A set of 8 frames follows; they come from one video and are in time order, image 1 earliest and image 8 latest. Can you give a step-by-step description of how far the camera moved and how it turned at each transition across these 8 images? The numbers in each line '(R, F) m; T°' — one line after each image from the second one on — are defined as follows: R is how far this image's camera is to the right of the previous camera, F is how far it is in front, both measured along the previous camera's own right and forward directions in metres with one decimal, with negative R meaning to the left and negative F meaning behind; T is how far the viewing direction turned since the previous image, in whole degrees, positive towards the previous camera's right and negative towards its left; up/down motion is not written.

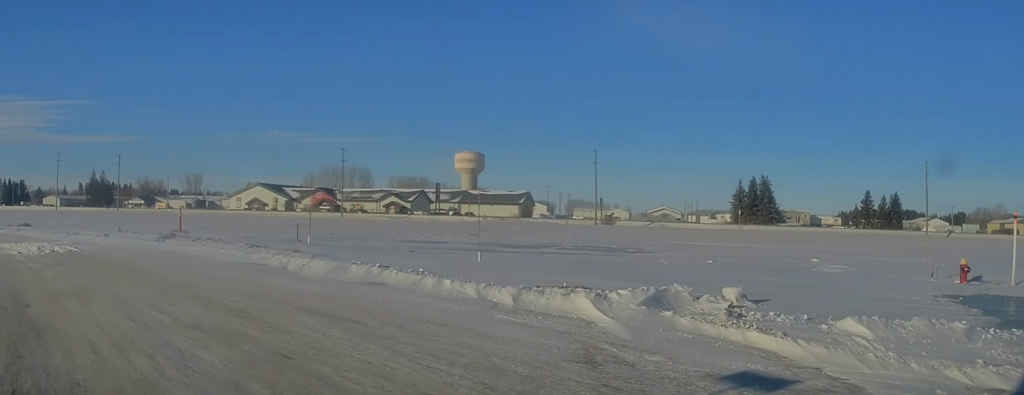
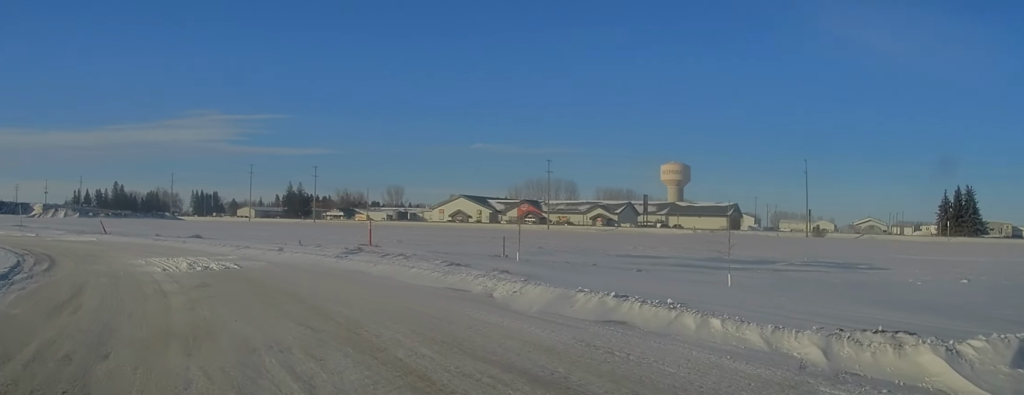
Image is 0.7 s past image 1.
(-0.6, +3.4) m; -16°
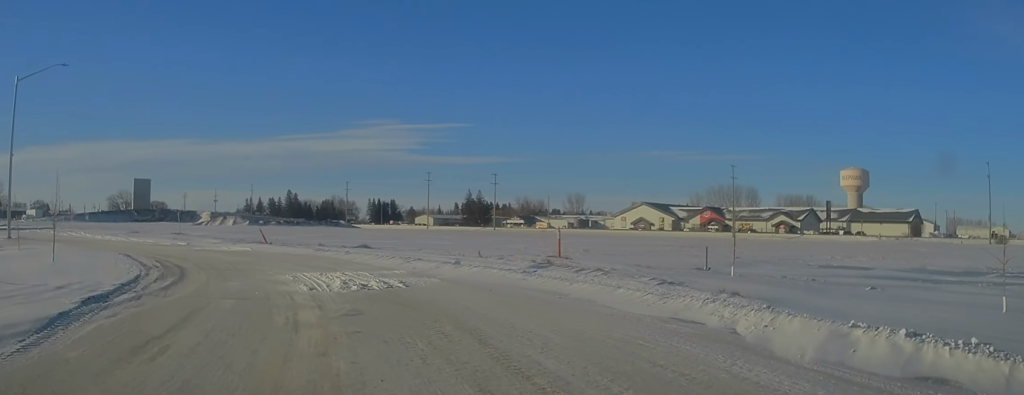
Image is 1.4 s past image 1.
(-0.4, +3.2) m; -13°
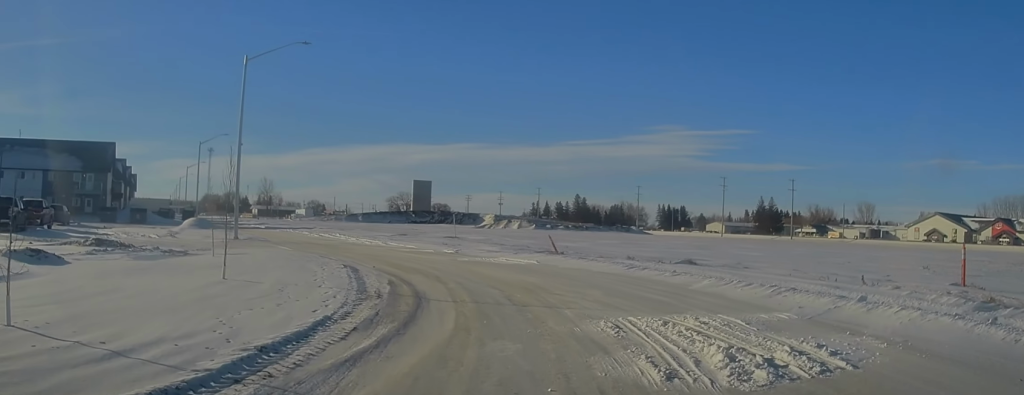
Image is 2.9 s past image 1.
(-1.6, +7.4) m; -20°
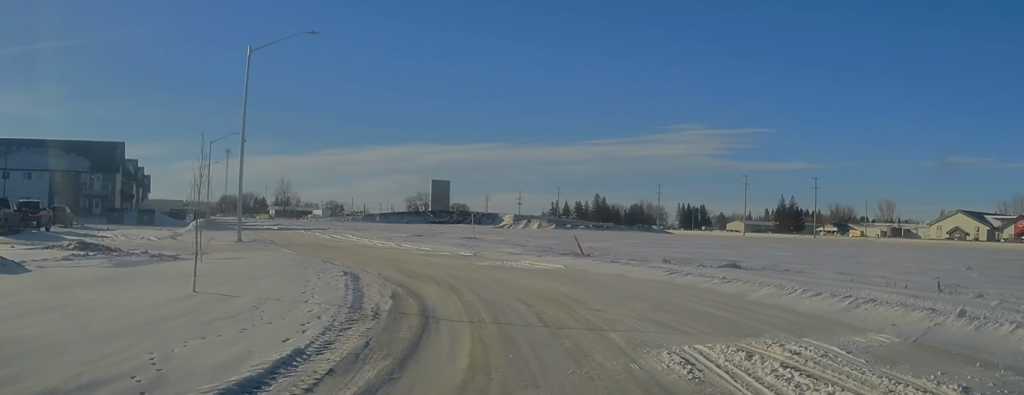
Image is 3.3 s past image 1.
(-0.1, +2.4) m; -4°
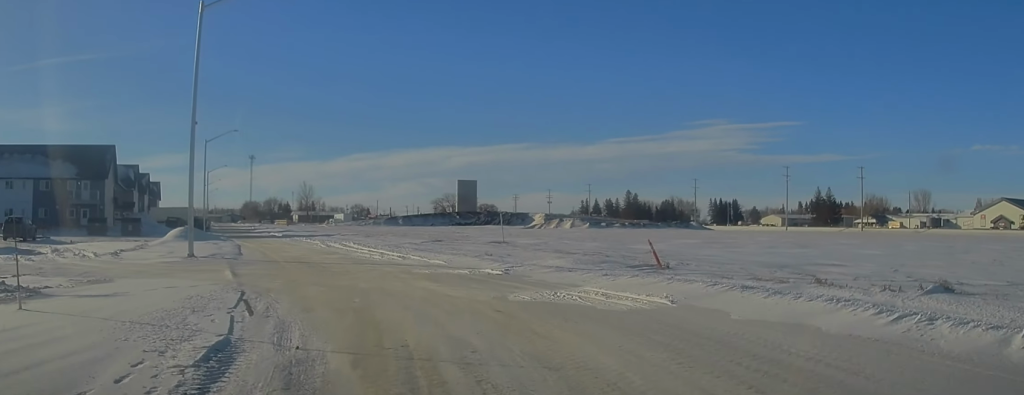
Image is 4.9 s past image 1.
(-0.5, +9.4) m; -7°
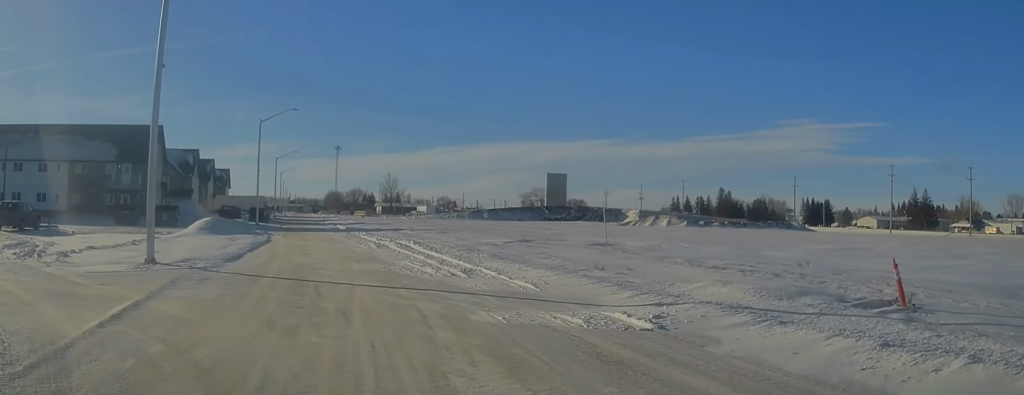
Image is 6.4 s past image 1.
(-0.5, +9.8) m; -4°
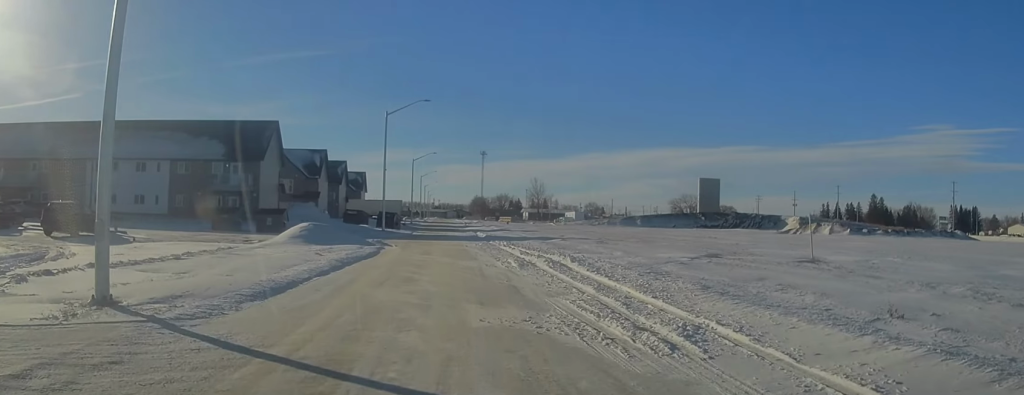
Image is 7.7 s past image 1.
(-0.5, +8.9) m; -10°
